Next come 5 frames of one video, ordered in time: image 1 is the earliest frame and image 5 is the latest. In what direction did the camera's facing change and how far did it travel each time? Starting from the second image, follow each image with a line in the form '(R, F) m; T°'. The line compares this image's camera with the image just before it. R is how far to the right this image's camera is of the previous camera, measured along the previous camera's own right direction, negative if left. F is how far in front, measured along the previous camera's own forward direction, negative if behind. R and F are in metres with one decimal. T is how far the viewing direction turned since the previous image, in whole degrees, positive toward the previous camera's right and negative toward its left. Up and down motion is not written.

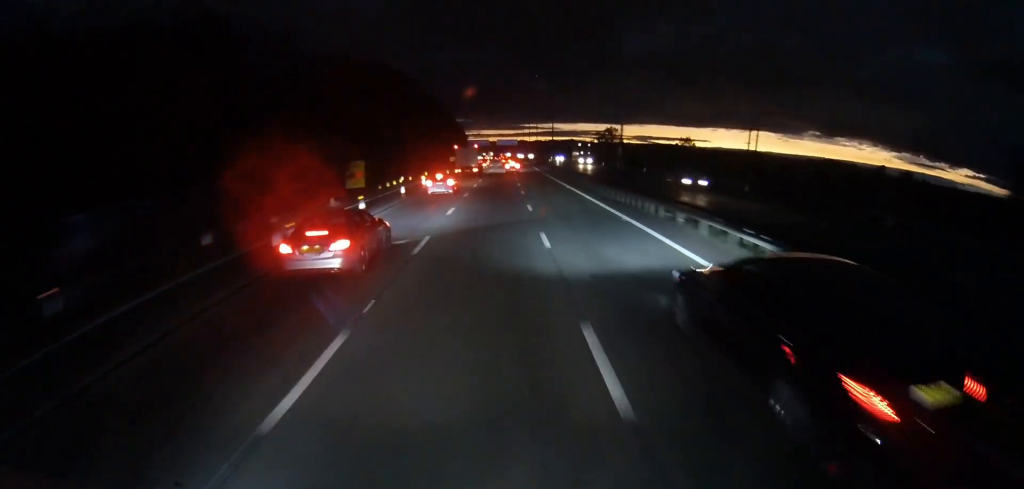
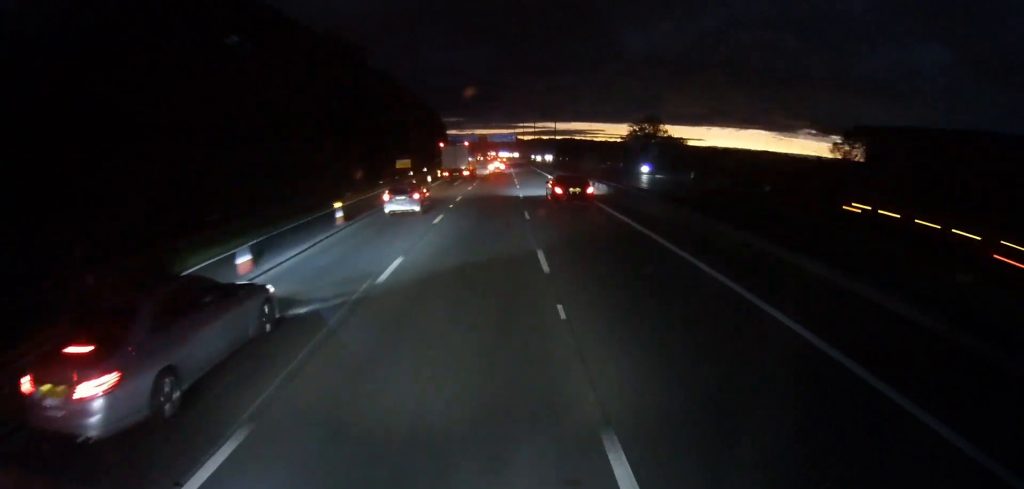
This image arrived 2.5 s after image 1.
(+3.2, +57.7) m; +3°
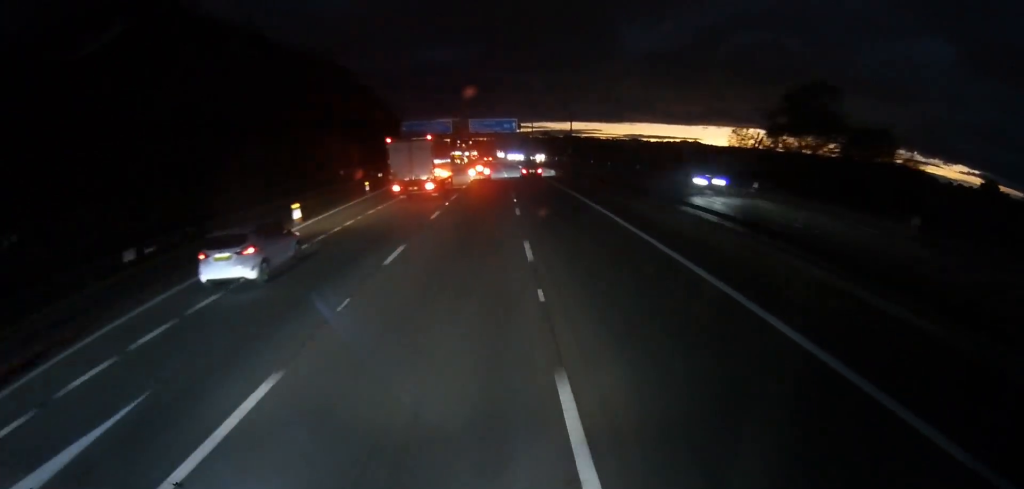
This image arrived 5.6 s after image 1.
(-3.6, +71.4) m; -3°
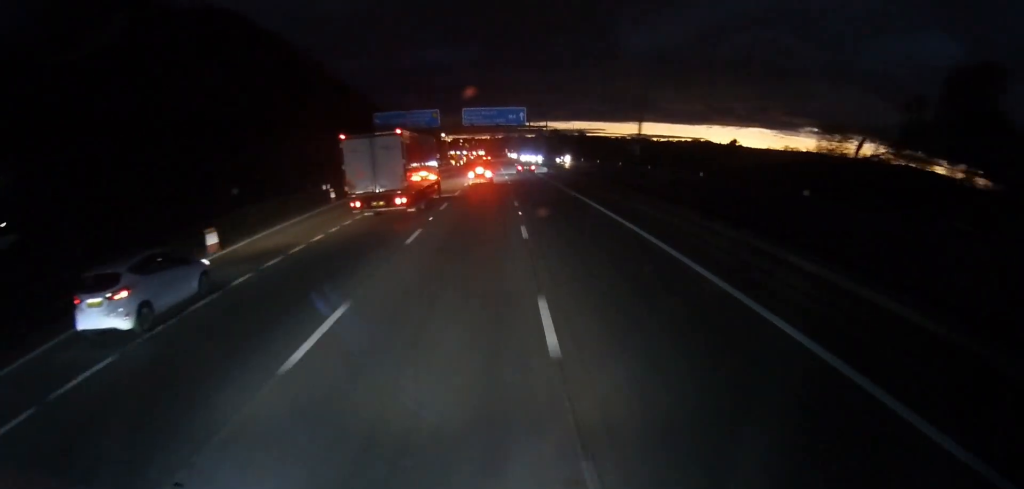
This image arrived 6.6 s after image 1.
(+0.6, +23.5) m; +1°
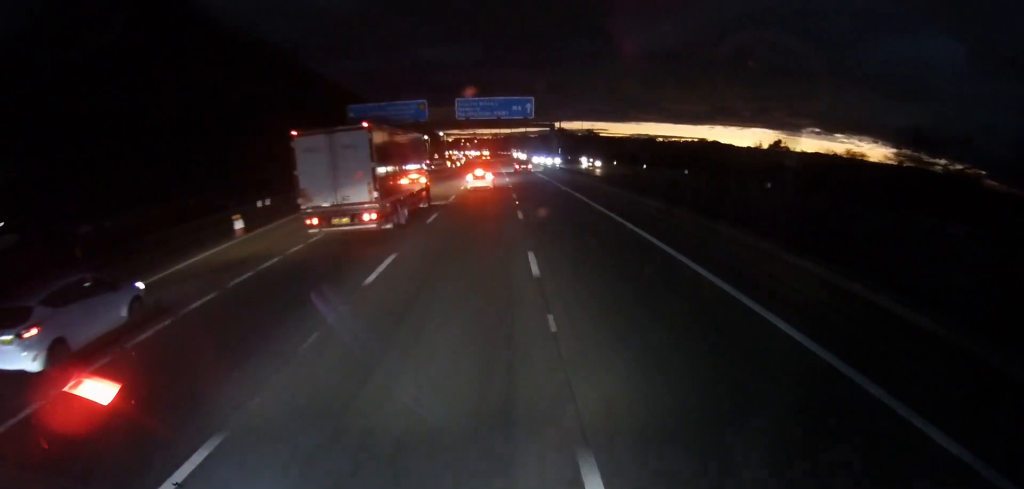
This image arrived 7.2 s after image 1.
(-0.1, +13.6) m; 0°
